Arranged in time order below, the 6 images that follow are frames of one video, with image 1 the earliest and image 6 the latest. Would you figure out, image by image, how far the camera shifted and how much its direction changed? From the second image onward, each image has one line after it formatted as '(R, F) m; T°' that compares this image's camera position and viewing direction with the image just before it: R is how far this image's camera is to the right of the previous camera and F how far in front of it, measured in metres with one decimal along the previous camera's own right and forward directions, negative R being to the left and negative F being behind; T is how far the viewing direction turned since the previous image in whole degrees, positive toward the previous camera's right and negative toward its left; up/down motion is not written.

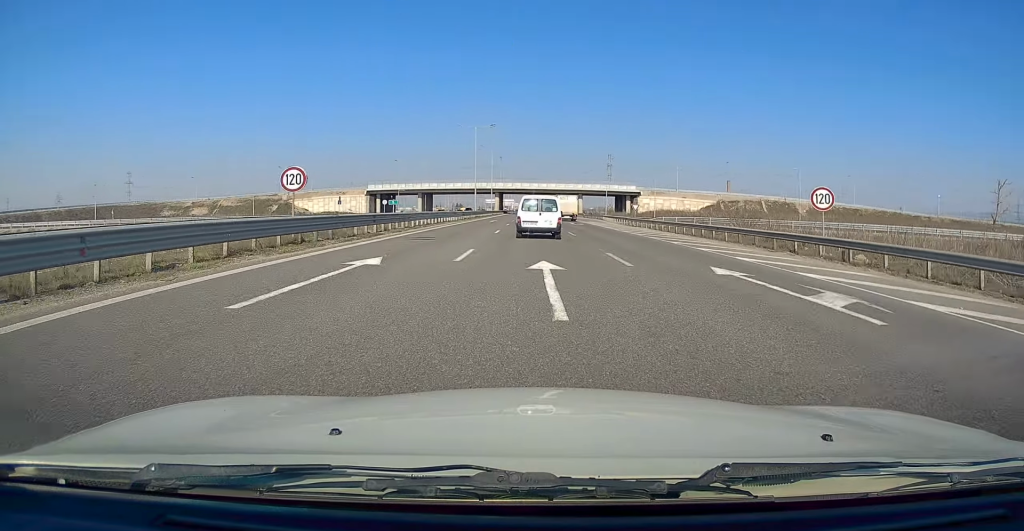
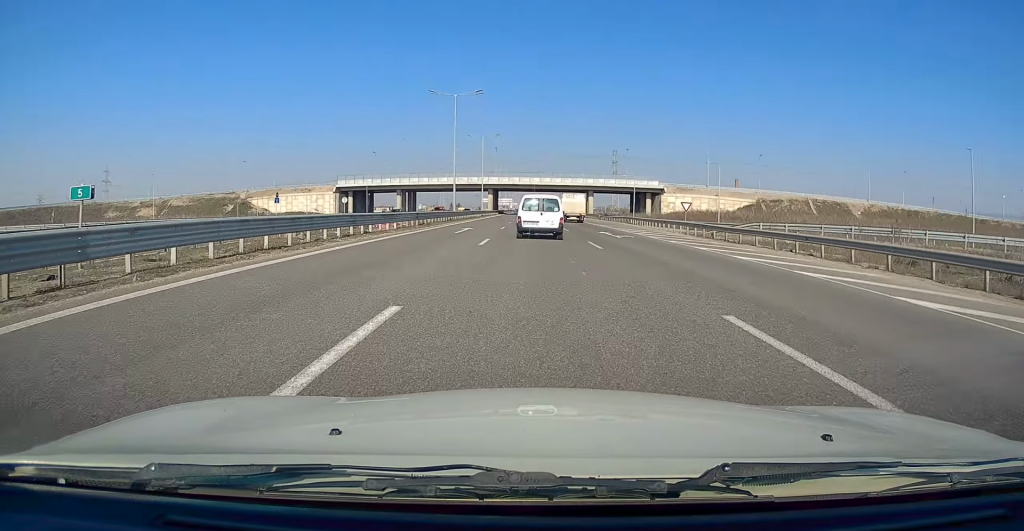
(-0.3, +26.0) m; 0°
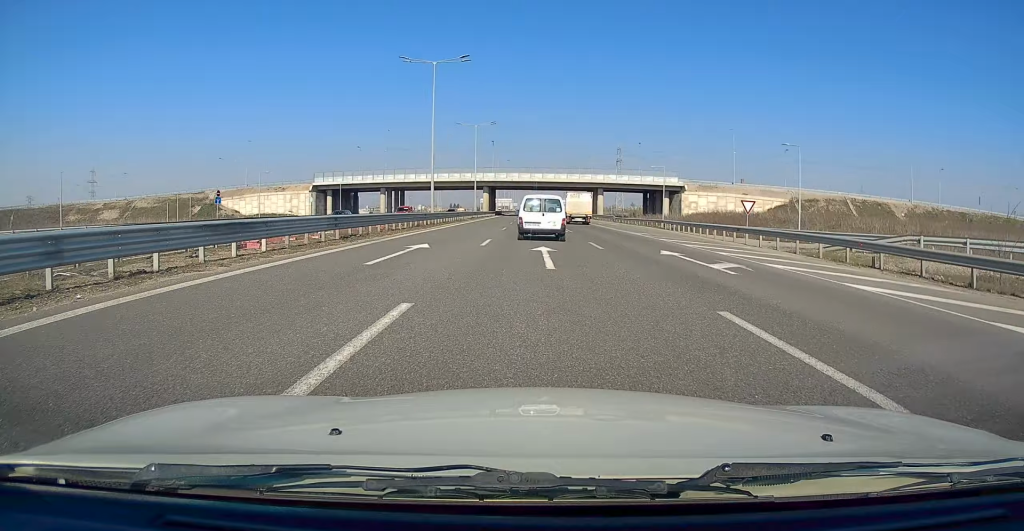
(-0.1, +15.5) m; 0°
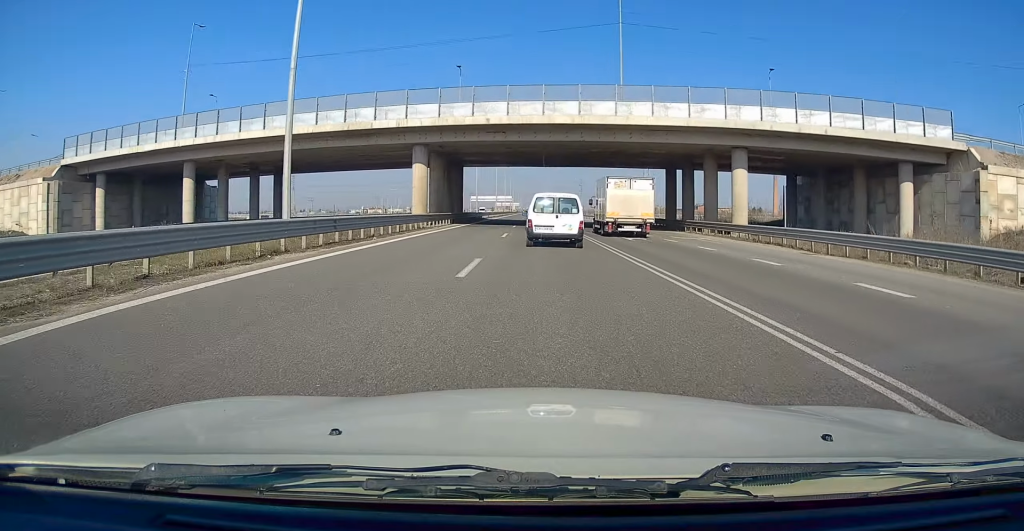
(+0.9, +71.9) m; 0°
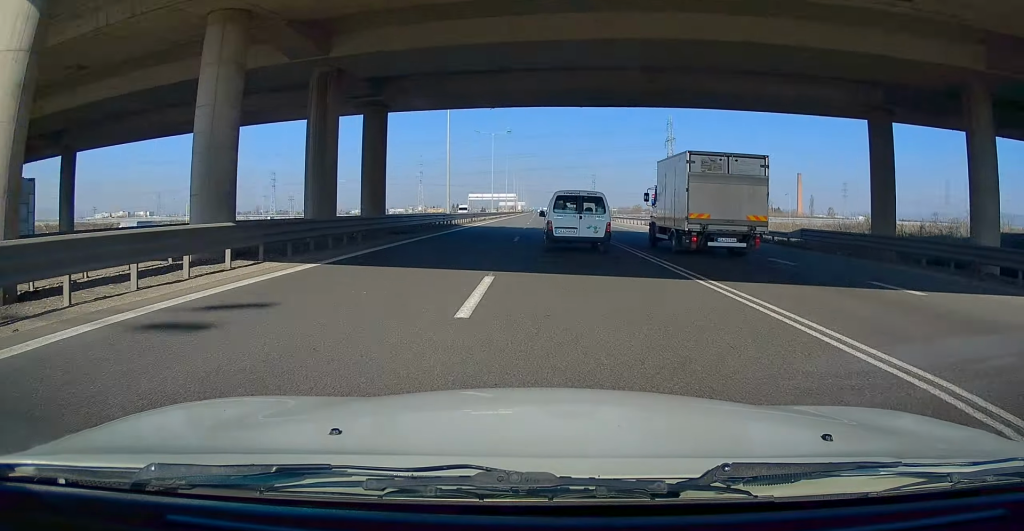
(-0.4, +35.1) m; -1°
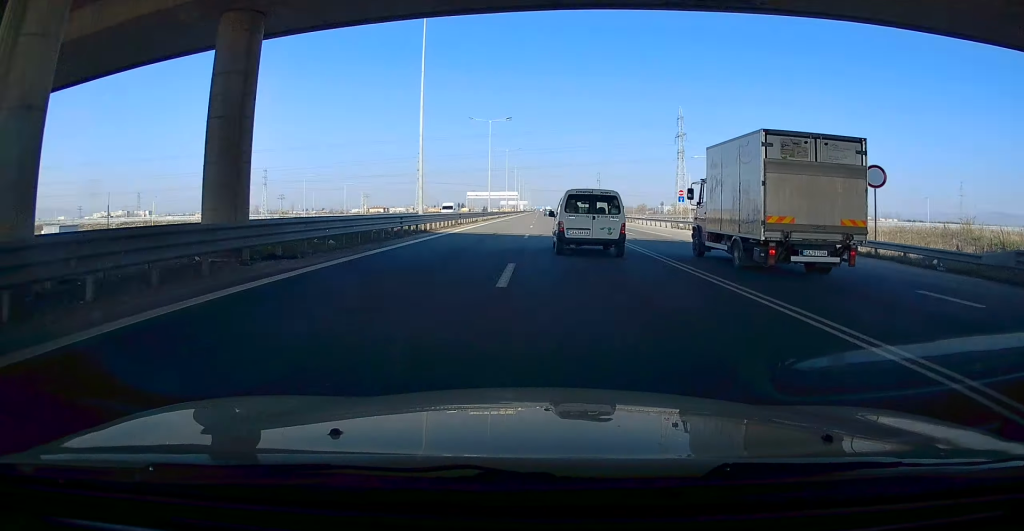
(-0.1, +13.2) m; 0°
